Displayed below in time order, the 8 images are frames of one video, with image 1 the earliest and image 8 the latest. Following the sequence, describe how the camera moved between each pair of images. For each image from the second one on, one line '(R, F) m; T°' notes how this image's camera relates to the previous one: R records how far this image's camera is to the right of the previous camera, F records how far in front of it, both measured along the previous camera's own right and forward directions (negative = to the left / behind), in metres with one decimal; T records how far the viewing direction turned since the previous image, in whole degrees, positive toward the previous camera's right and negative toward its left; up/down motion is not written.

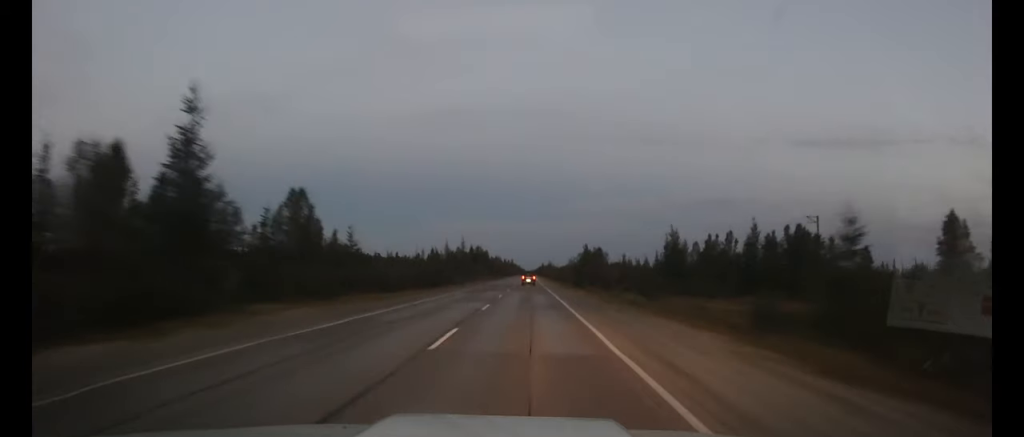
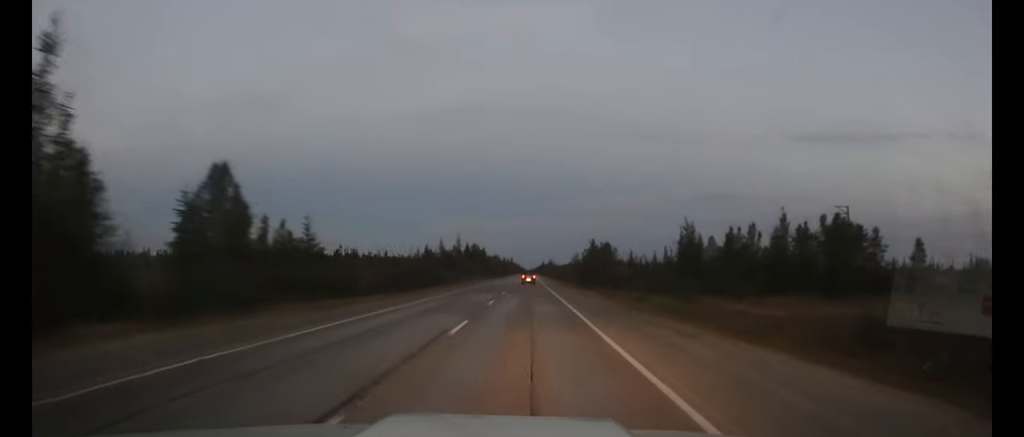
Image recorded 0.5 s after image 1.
(0.0, +9.3) m; 0°
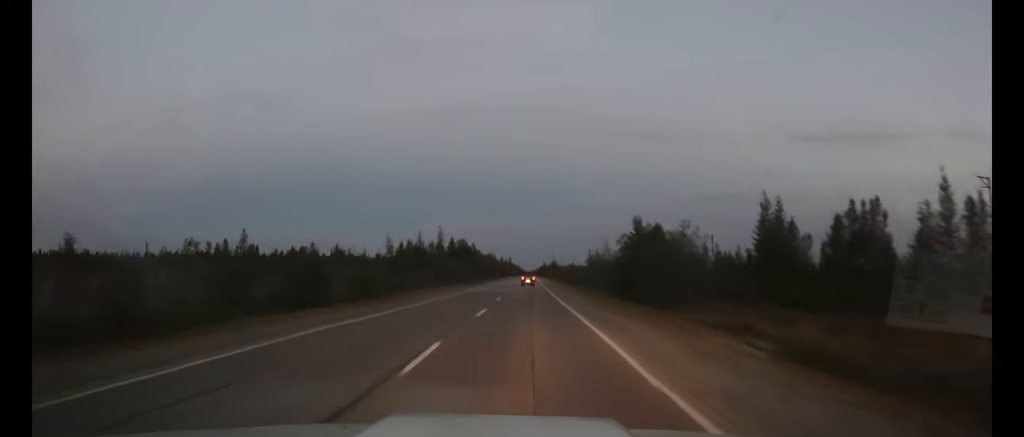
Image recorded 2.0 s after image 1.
(0.0, +30.0) m; 0°
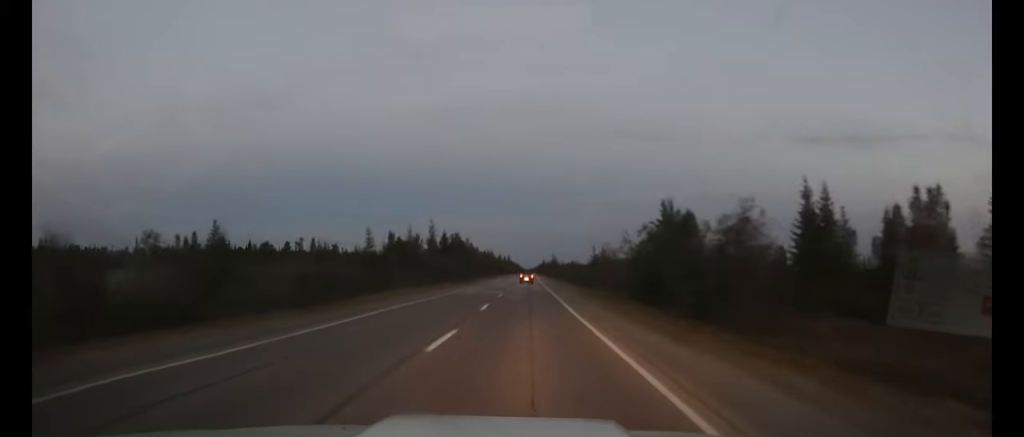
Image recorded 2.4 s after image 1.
(0.0, +9.3) m; 0°
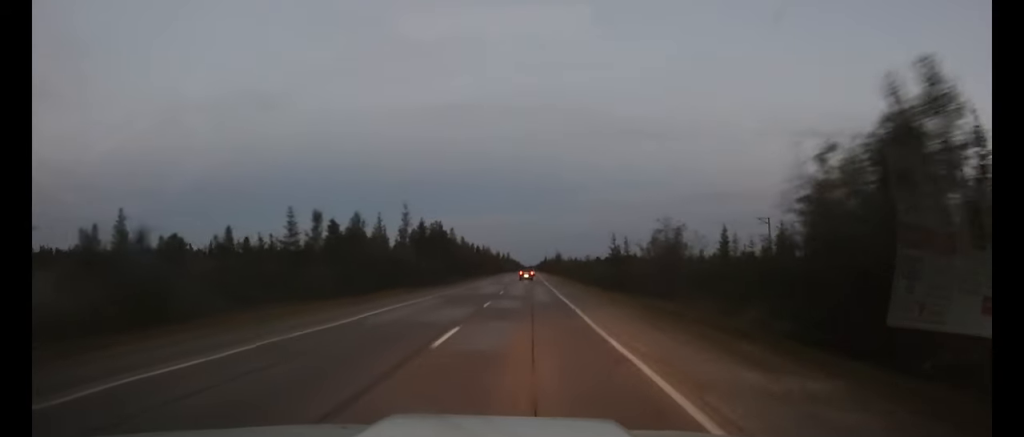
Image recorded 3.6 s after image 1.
(0.0, +23.4) m; 0°
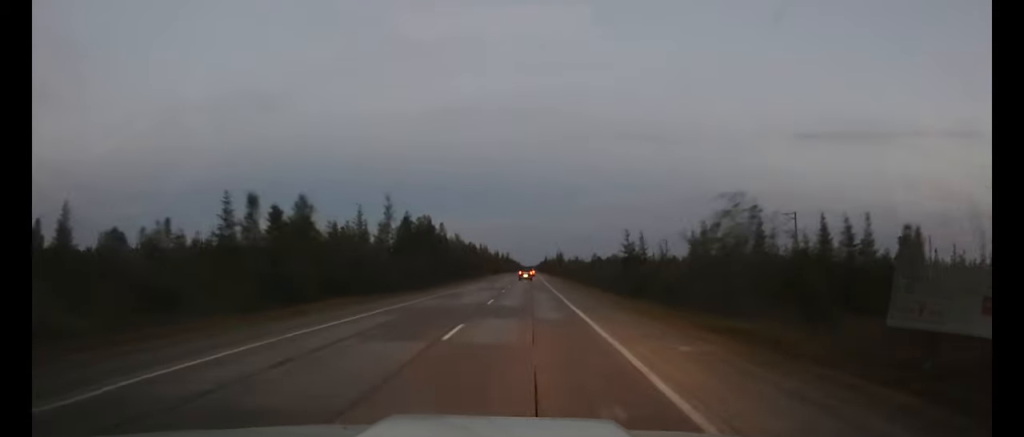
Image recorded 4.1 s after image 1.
(0.0, +10.7) m; 0°
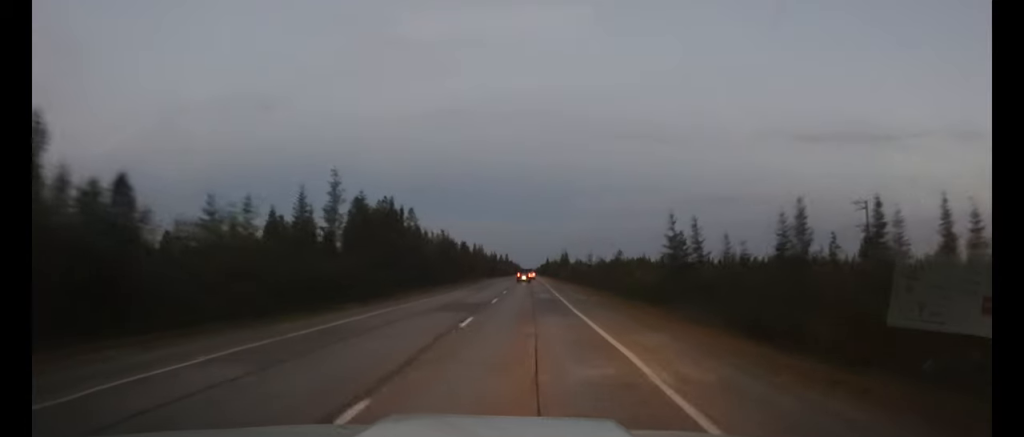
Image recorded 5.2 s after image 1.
(0.0, +21.4) m; 0°
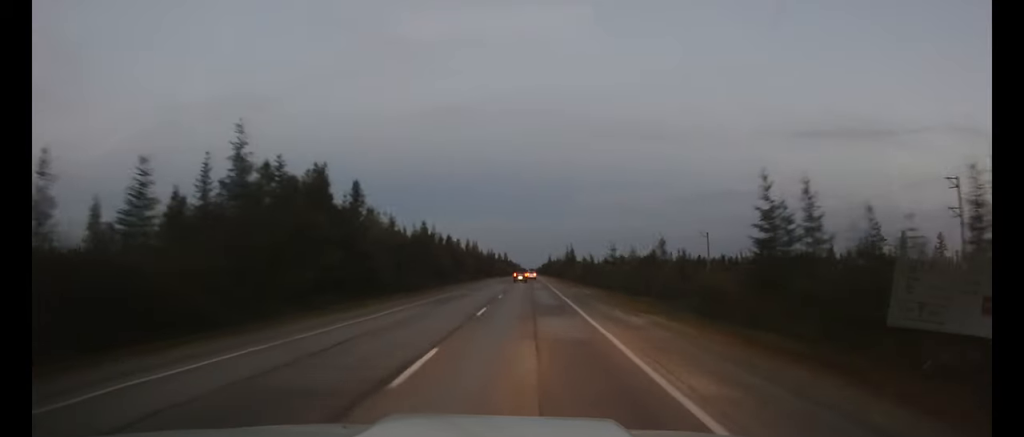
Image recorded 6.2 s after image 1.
(0.0, +19.4) m; 0°
